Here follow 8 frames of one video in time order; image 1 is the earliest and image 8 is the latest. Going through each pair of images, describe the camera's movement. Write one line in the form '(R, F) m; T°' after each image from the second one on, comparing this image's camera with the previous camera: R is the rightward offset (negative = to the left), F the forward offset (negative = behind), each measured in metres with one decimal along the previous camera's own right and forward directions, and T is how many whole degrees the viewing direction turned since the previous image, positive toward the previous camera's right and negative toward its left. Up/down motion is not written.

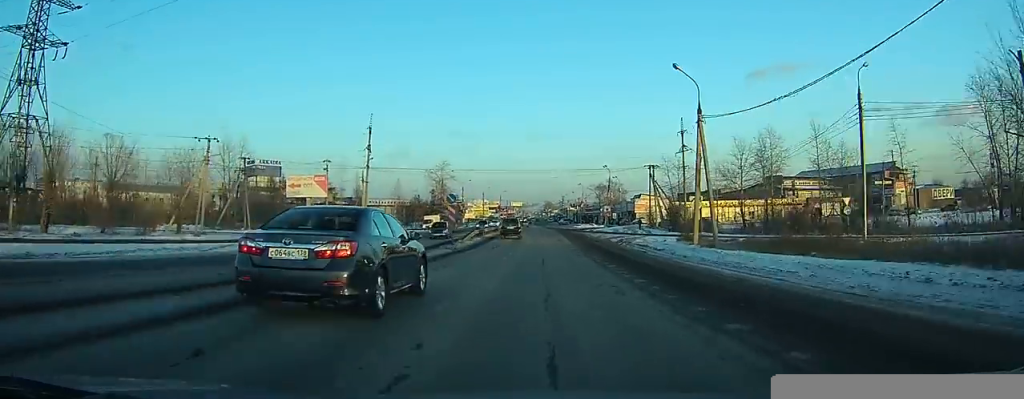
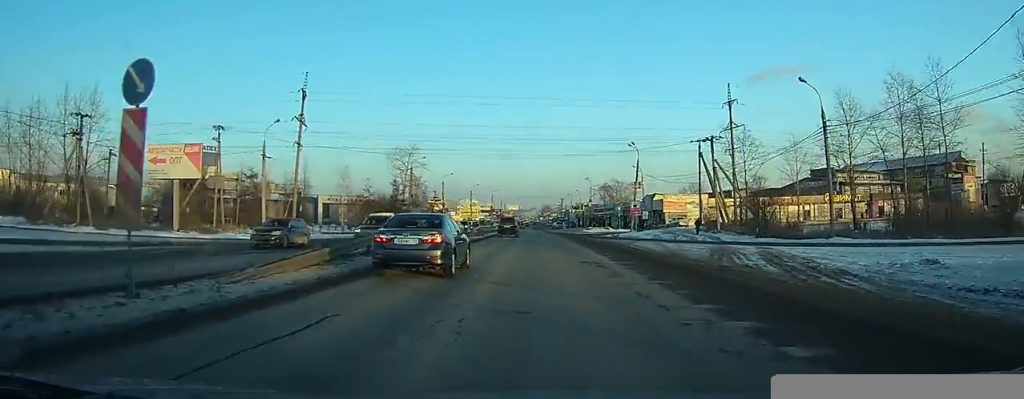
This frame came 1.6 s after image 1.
(0.0, +31.6) m; 0°
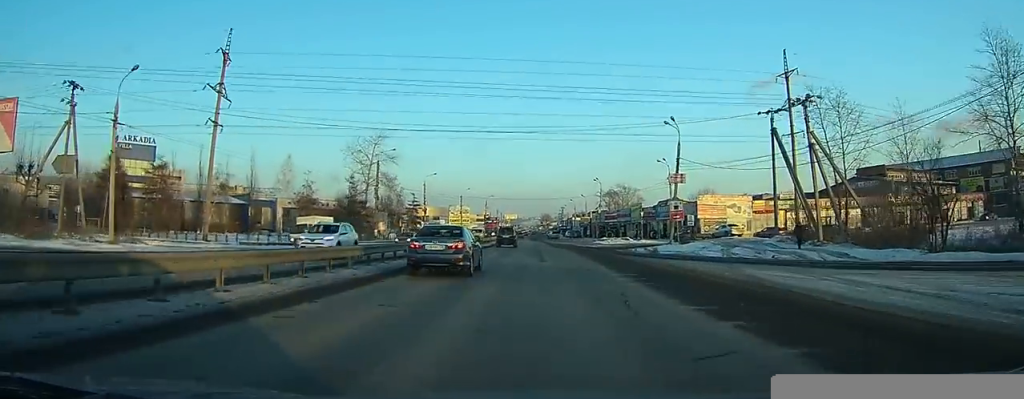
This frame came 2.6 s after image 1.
(0.0, +21.6) m; 0°
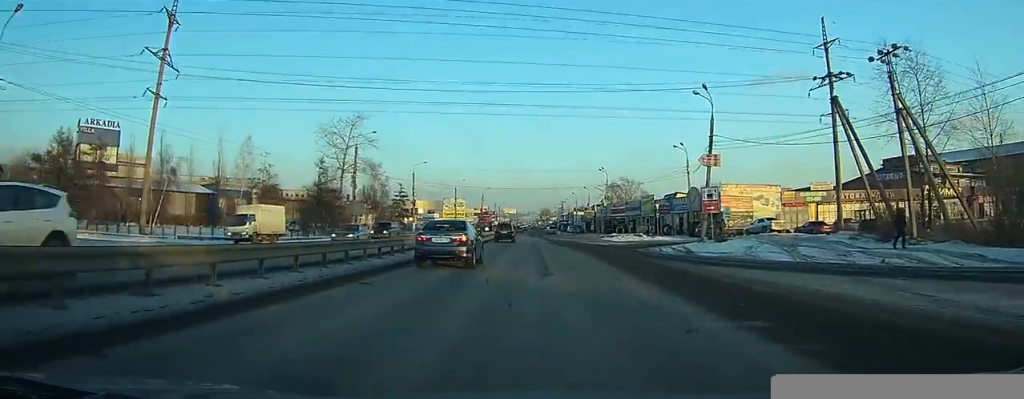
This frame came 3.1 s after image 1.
(0.0, +10.1) m; 0°
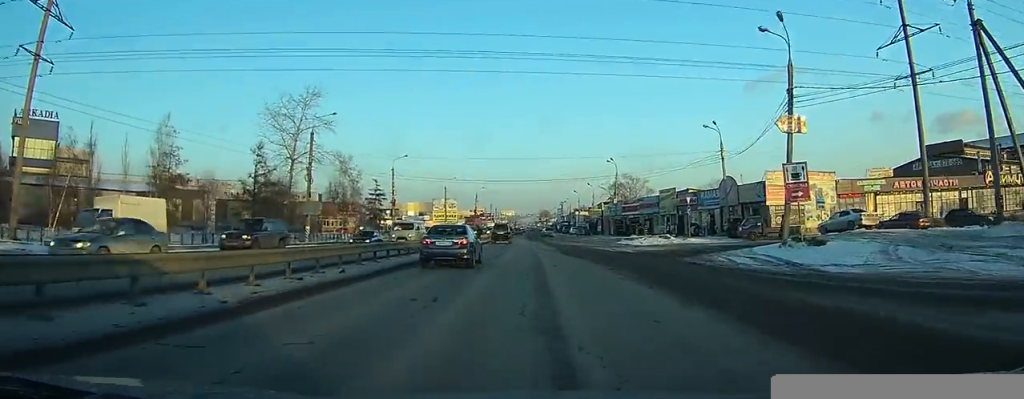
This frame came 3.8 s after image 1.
(0.0, +14.2) m; 0°
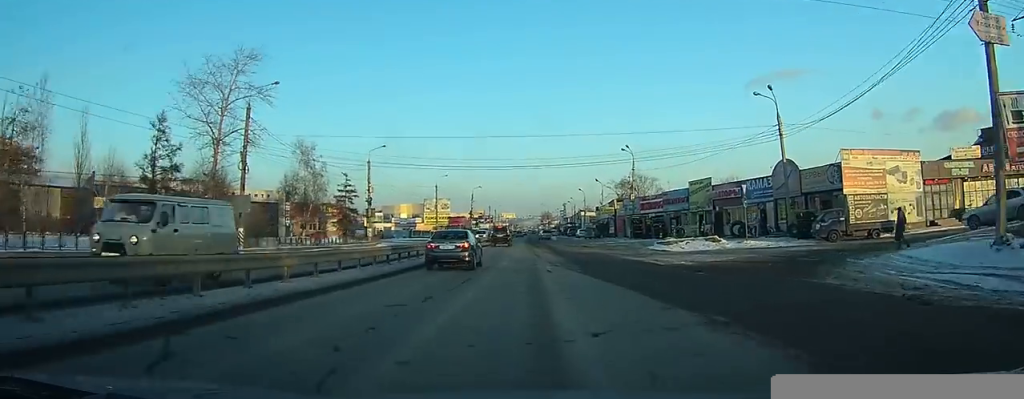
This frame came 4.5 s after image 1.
(0.0, +14.1) m; 0°
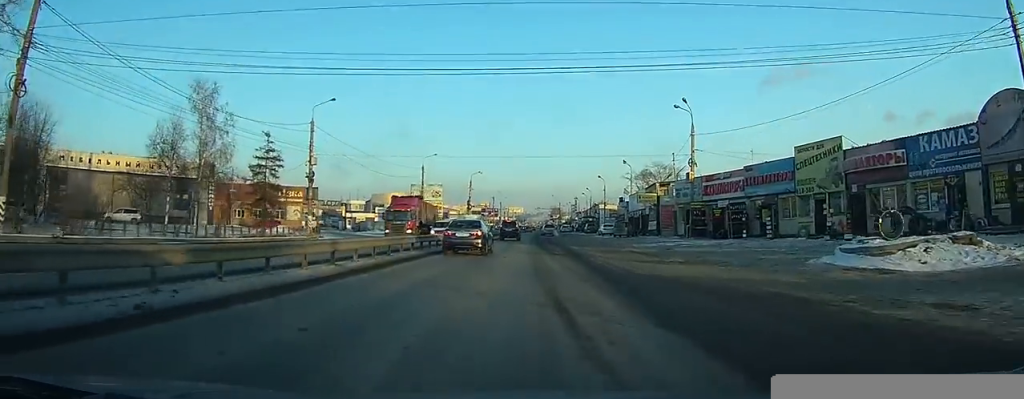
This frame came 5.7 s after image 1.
(-0.1, +24.1) m; 0°
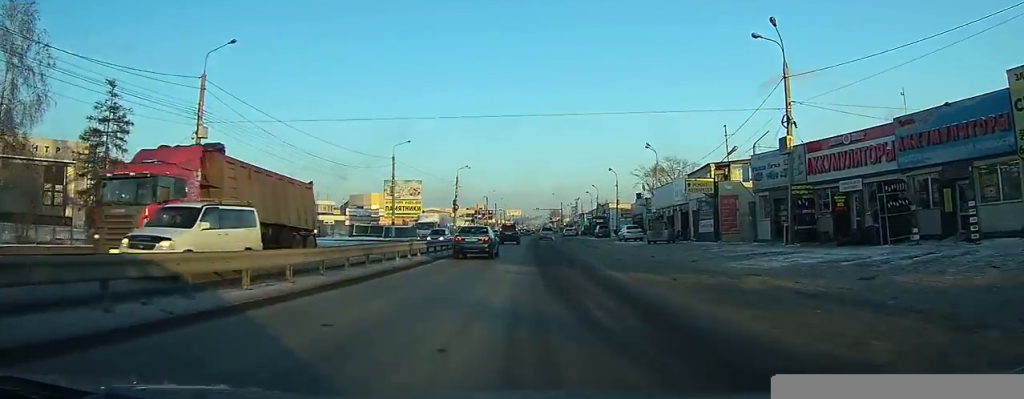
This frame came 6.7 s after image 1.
(+0.1, +19.8) m; 0°
